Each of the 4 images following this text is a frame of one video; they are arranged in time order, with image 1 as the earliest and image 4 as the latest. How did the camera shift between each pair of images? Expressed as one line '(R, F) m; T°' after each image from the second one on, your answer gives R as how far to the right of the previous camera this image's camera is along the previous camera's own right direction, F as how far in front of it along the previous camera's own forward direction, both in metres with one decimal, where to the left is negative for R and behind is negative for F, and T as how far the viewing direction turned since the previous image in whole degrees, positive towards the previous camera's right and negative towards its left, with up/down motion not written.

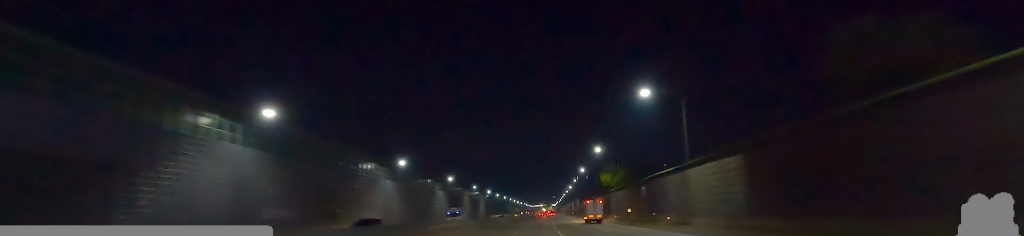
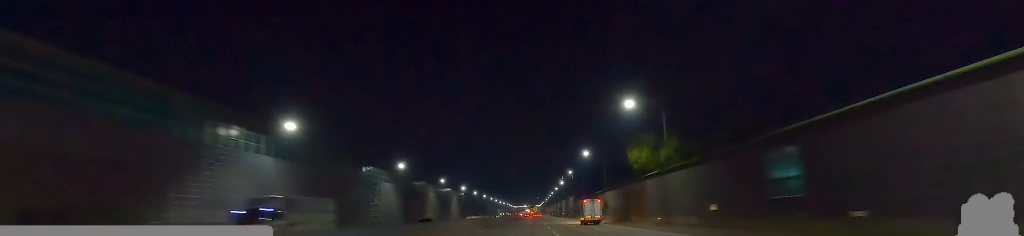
(0.0, +40.2) m; 0°
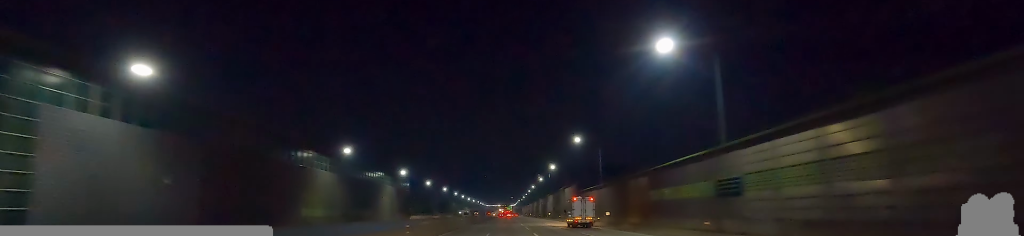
(+0.9, +64.6) m; +1°
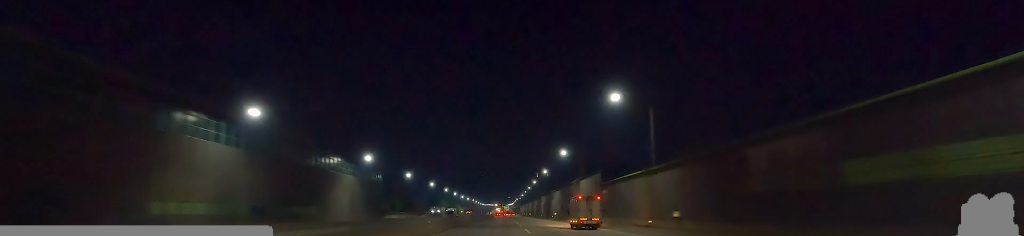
(-0.4, +29.4) m; -1°
